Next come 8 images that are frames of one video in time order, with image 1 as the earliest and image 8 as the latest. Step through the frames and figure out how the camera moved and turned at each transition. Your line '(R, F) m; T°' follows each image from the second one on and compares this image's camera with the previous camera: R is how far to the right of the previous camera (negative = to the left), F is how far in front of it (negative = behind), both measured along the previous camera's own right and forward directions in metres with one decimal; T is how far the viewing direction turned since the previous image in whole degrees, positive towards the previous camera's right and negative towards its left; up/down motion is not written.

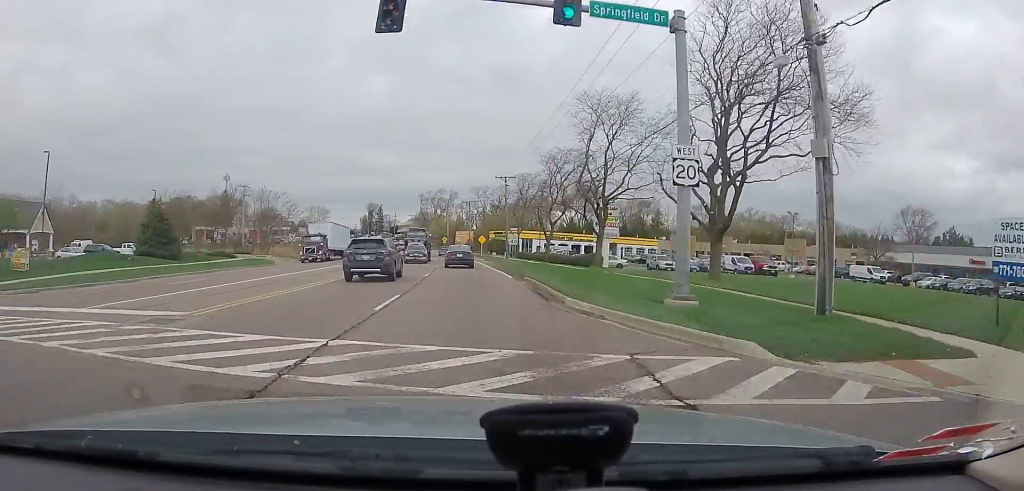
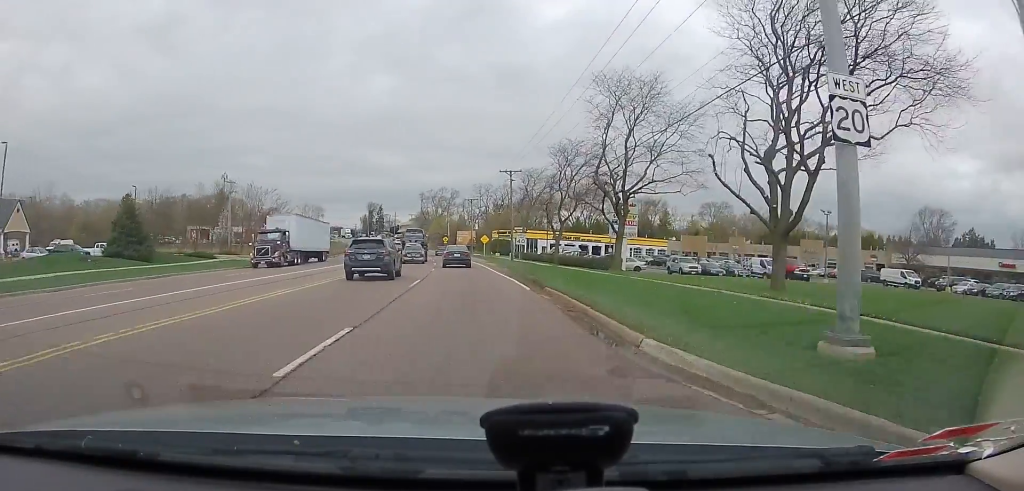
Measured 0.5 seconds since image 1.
(0.0, +5.8) m; 0°
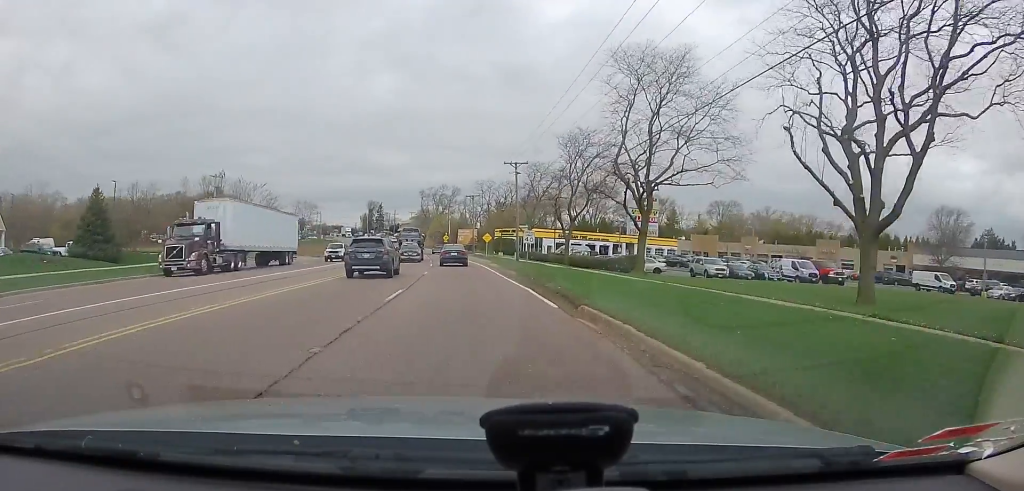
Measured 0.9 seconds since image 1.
(-0.1, +5.5) m; 0°
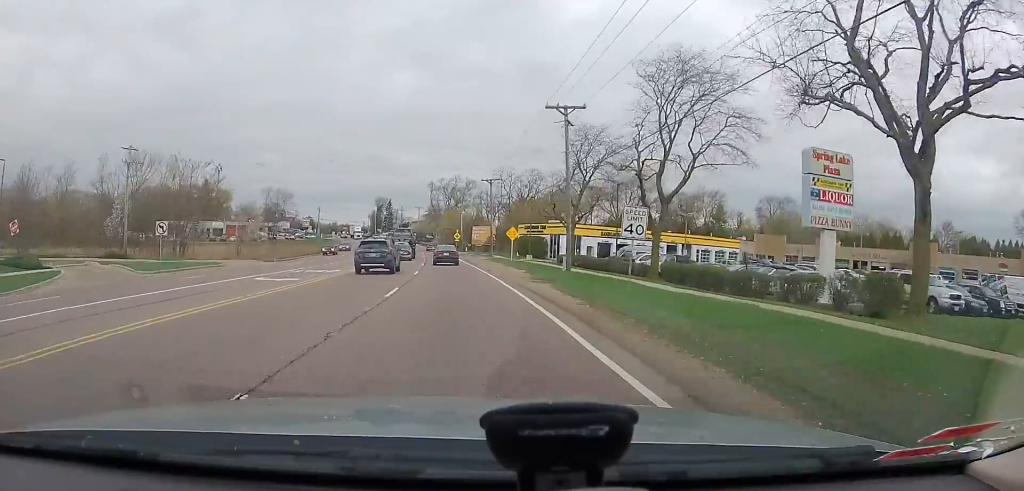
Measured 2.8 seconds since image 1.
(0.0, +23.8) m; -1°
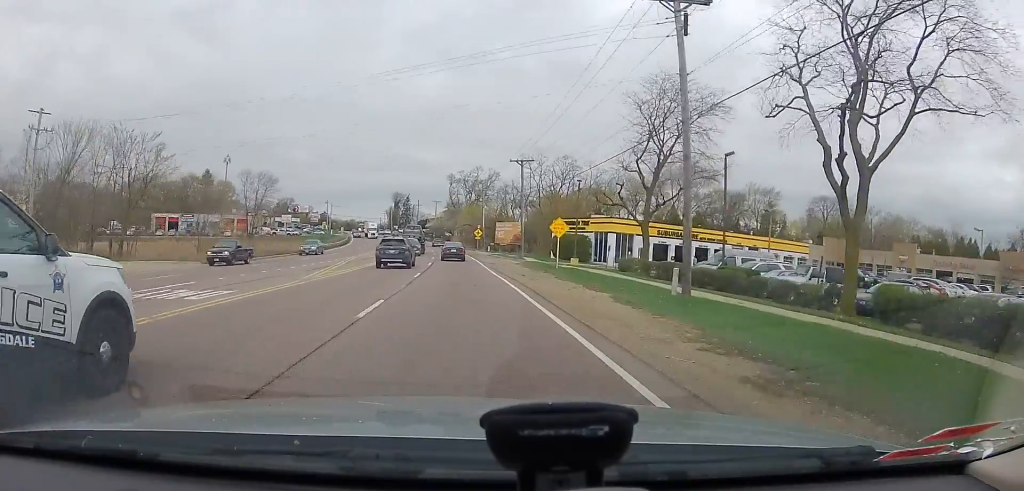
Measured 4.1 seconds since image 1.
(-0.6, +16.3) m; -2°
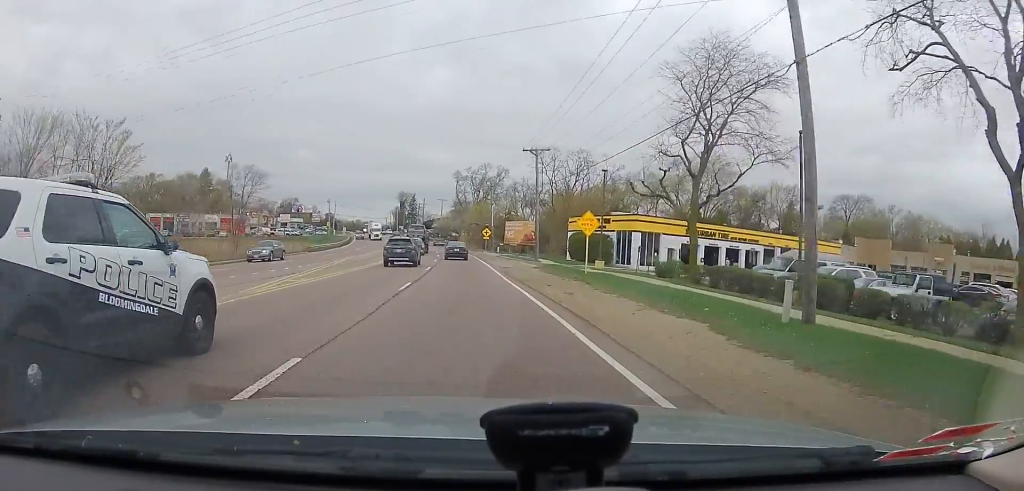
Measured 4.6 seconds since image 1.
(0.0, +6.7) m; 0°
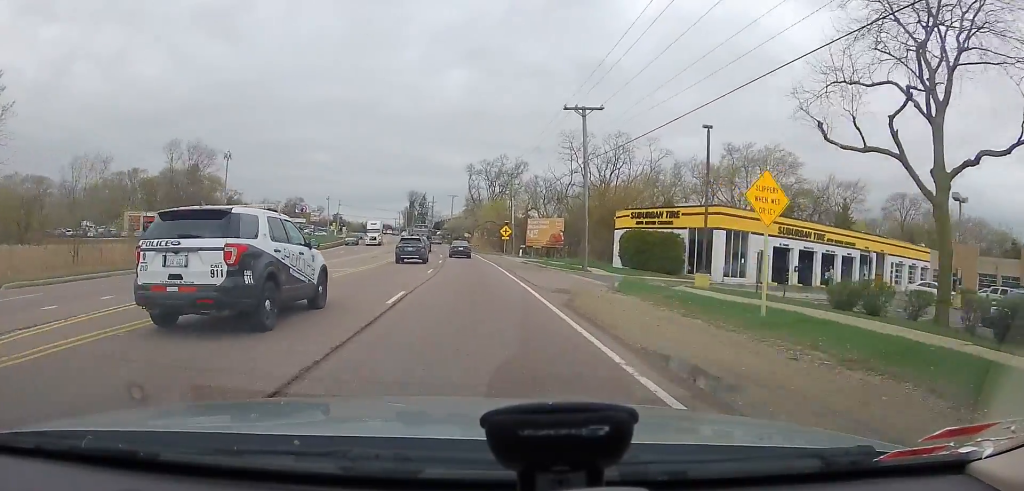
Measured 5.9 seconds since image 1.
(+0.1, +16.4) m; -2°
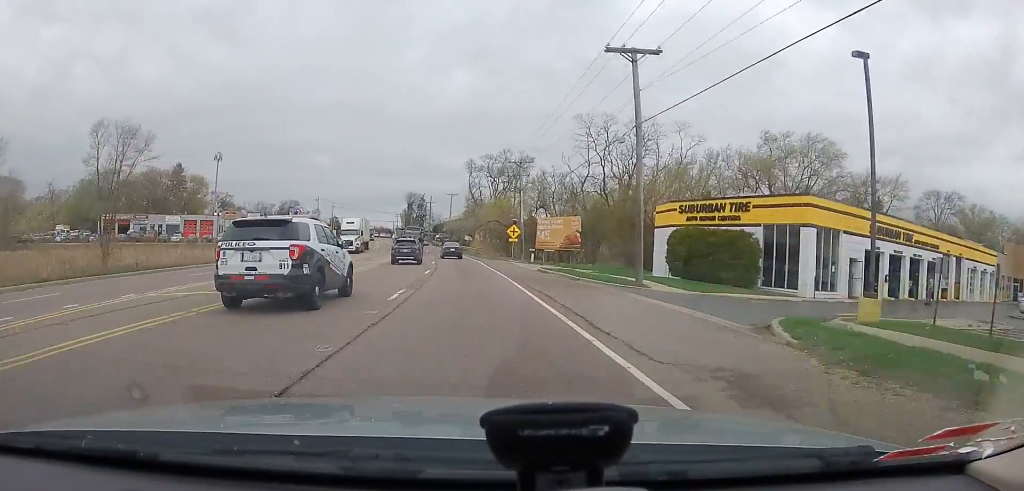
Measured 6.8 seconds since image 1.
(-0.3, +11.1) m; -1°
